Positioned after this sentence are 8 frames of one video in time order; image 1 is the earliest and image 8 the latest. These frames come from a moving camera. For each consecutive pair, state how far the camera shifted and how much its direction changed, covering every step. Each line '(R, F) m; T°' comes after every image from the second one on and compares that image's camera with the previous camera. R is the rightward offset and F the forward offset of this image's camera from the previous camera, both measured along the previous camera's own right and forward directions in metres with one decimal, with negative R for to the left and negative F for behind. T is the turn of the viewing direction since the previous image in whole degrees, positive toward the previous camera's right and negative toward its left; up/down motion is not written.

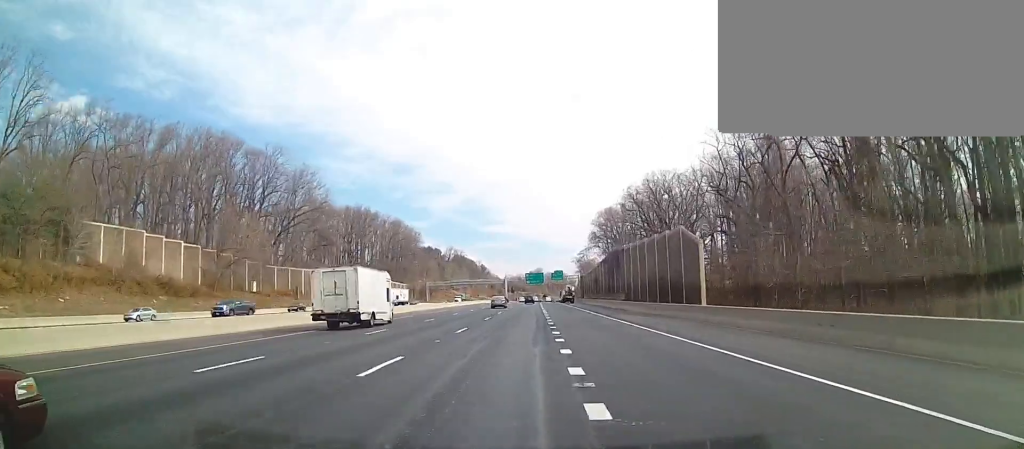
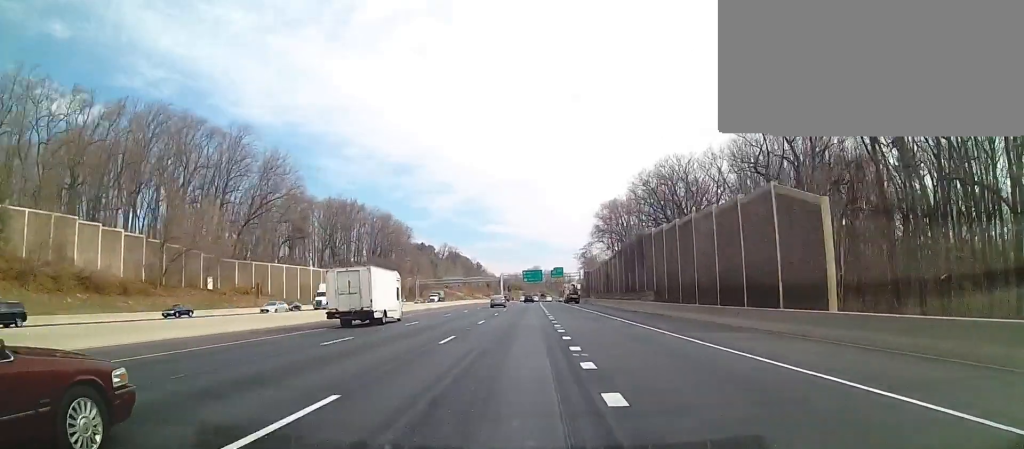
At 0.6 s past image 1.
(0.0, +17.7) m; +1°
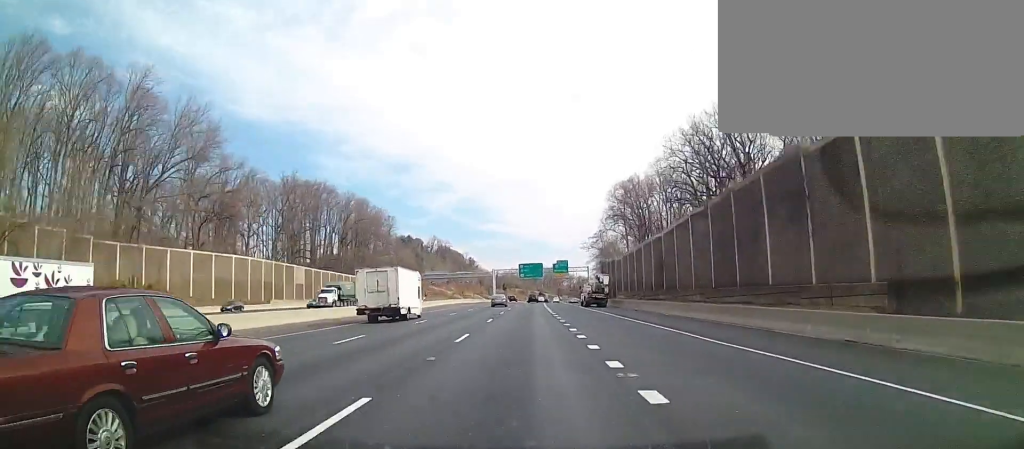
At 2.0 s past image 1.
(+0.5, +36.9) m; +1°
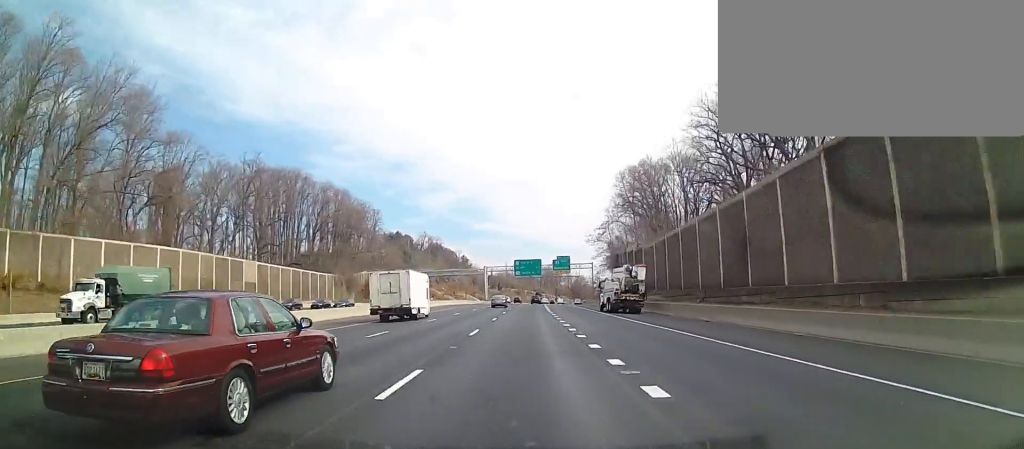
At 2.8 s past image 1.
(0.0, +21.7) m; -1°
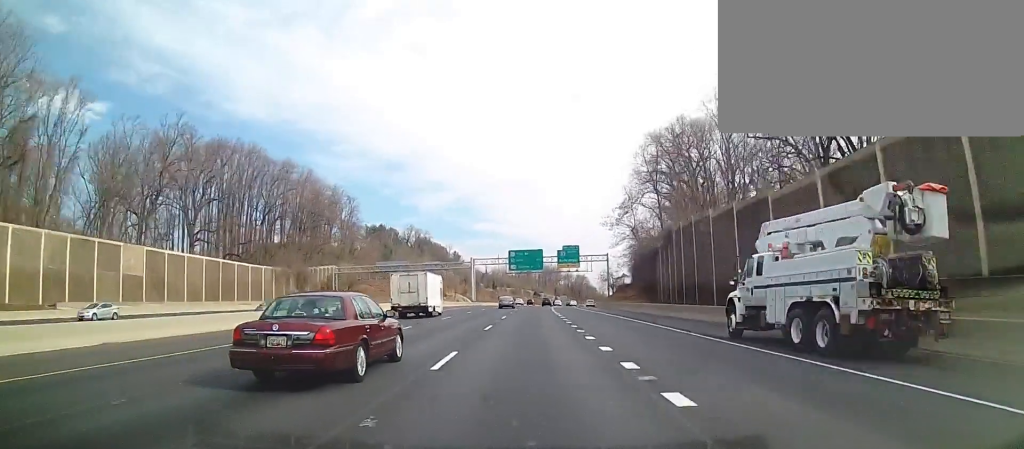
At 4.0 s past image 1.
(-0.2, +33.8) m; +1°
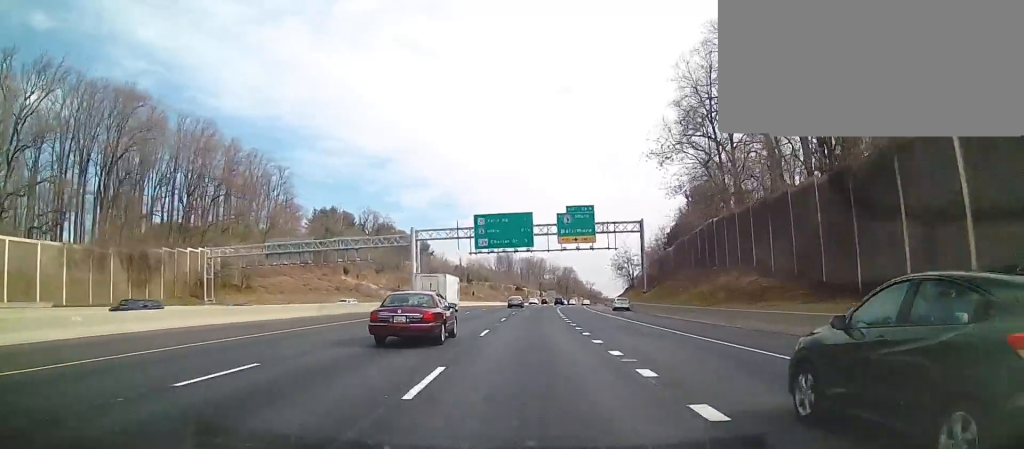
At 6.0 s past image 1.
(+1.3, +52.4) m; +1°
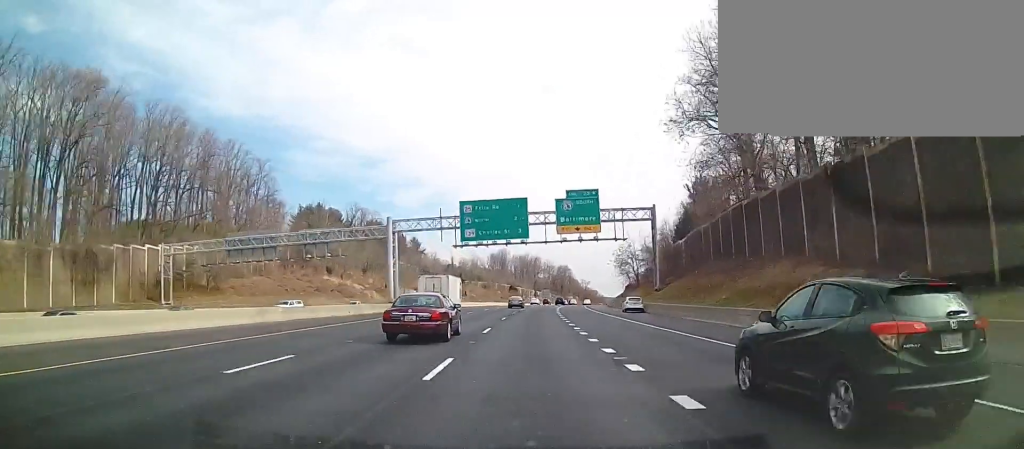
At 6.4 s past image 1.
(-0.1, +10.3) m; 0°
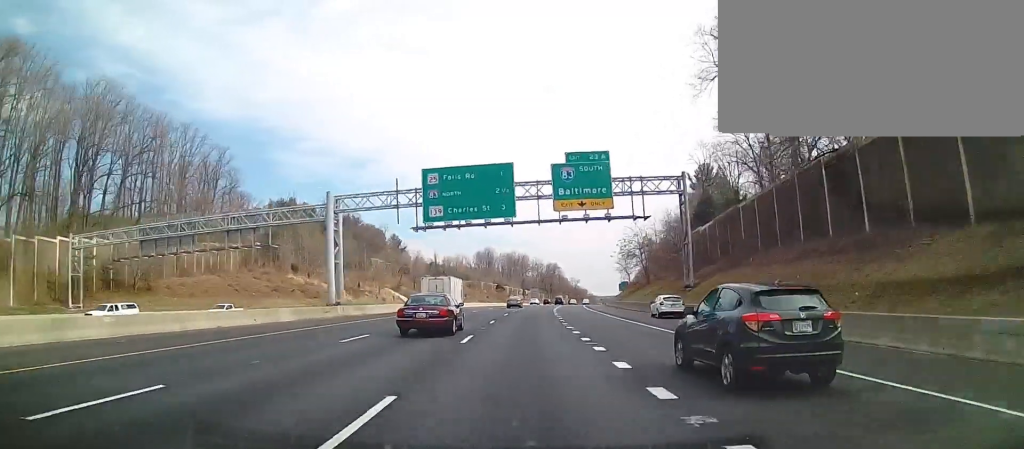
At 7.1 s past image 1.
(-0.1, +17.1) m; +1°
